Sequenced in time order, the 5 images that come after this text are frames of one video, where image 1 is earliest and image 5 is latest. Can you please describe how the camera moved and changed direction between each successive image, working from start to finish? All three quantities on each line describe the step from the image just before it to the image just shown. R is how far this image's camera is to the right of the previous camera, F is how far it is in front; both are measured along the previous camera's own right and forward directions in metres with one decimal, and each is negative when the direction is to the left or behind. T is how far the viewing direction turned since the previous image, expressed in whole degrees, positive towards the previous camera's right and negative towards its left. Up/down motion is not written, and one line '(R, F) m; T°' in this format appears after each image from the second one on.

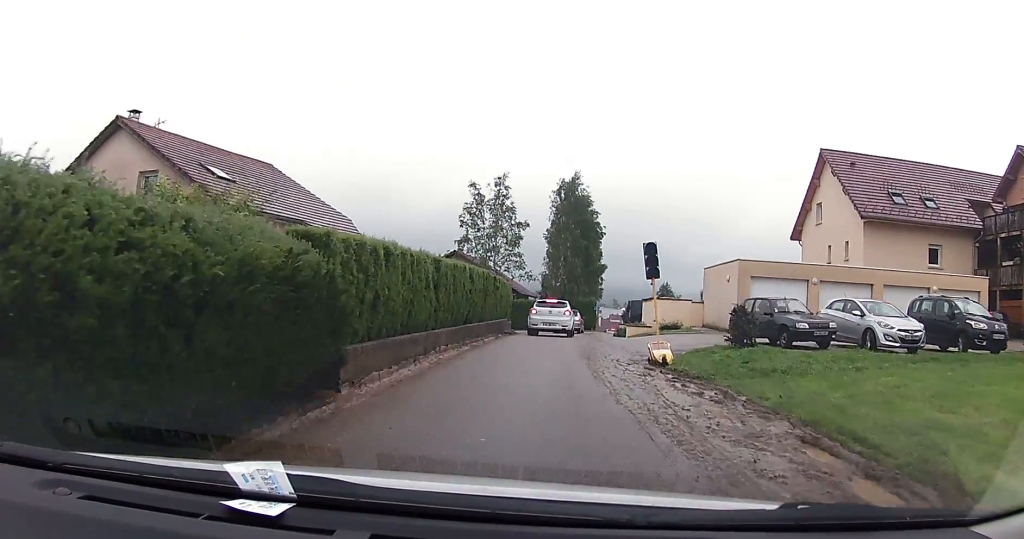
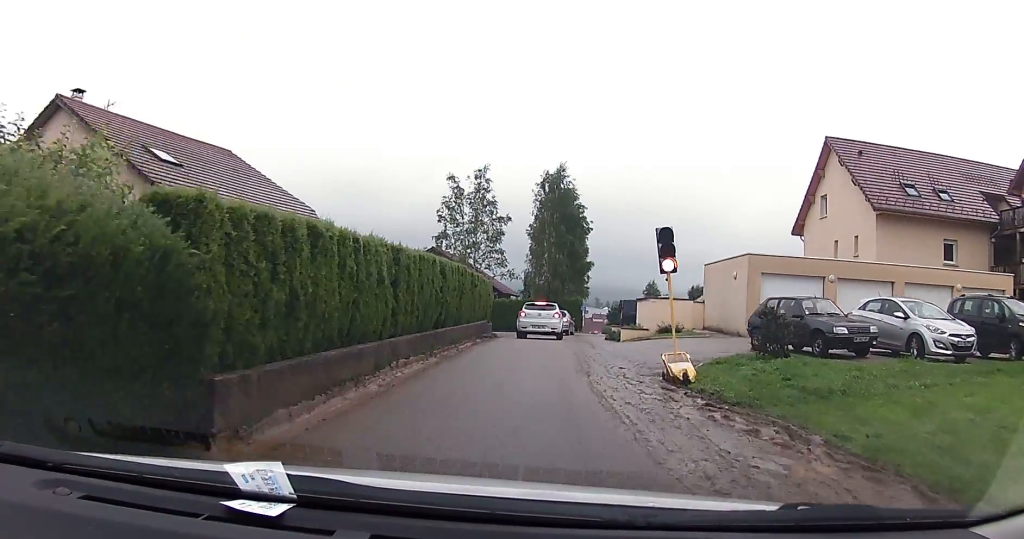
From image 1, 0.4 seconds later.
(0.0, +3.2) m; +2°
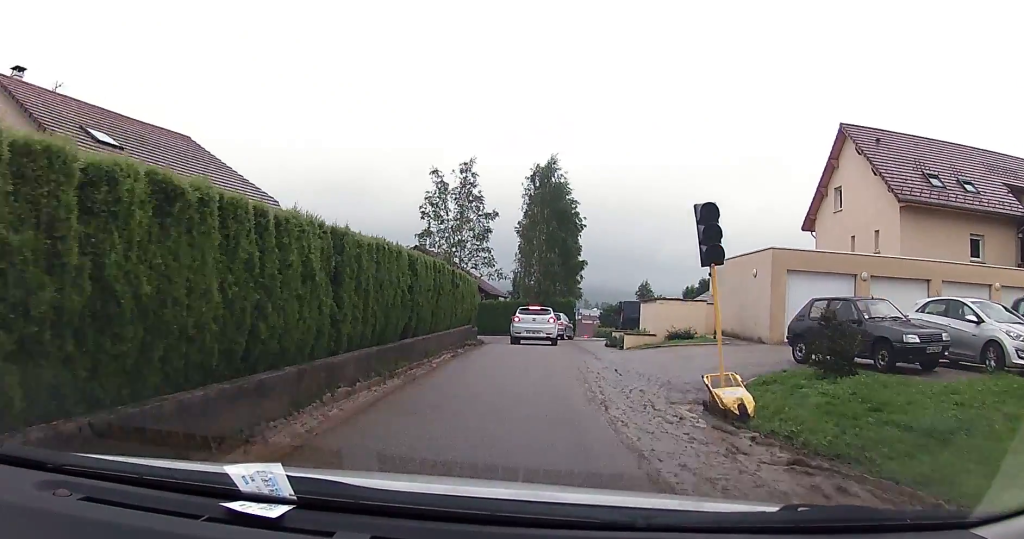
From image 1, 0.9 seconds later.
(0.0, +3.3) m; +1°
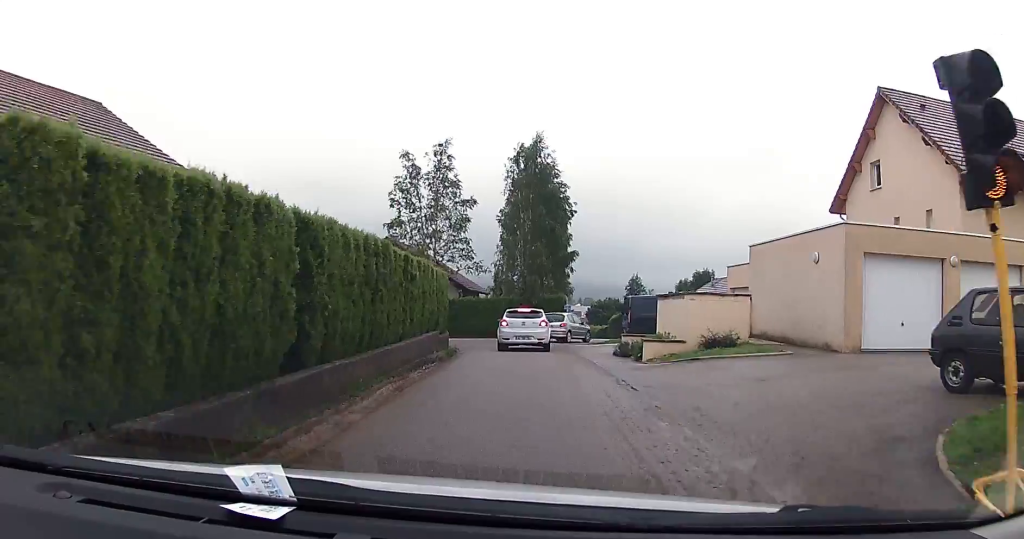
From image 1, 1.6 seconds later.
(+0.1, +5.9) m; +3°
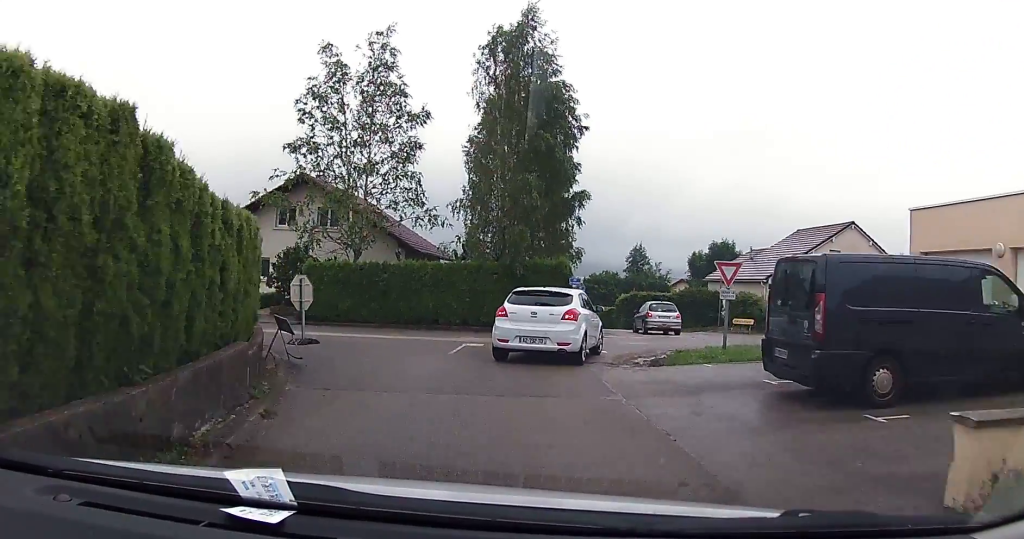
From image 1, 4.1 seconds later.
(+0.6, +17.9) m; +3°
